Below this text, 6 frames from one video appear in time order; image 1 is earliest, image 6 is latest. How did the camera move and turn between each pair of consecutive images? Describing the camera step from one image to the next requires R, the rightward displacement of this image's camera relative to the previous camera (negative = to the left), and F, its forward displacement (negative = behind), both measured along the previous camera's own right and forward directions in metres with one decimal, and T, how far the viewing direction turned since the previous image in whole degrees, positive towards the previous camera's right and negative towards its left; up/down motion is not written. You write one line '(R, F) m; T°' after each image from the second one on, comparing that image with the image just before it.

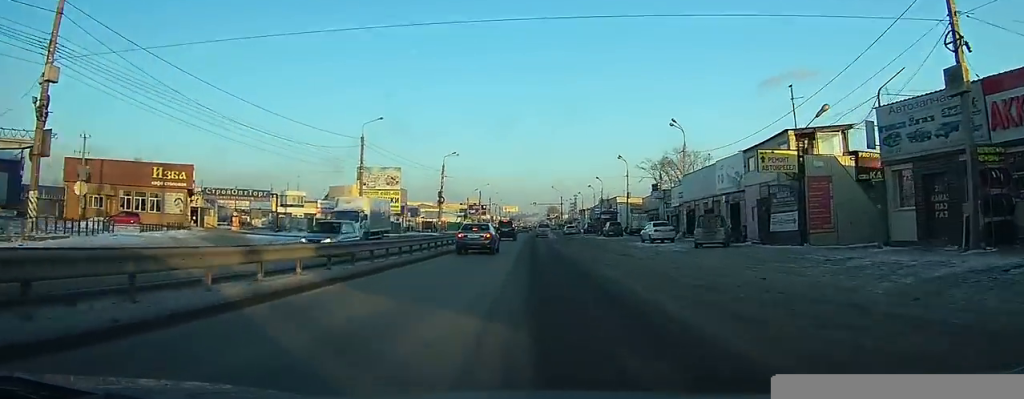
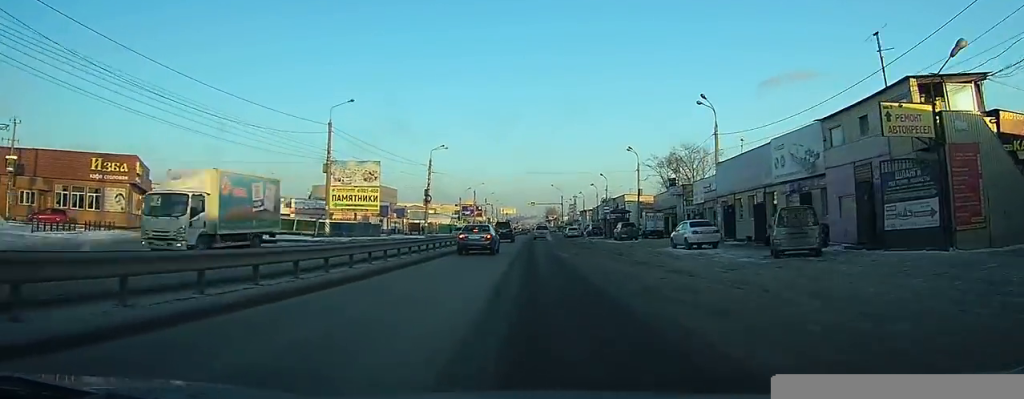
(0.0, +10.3) m; 0°
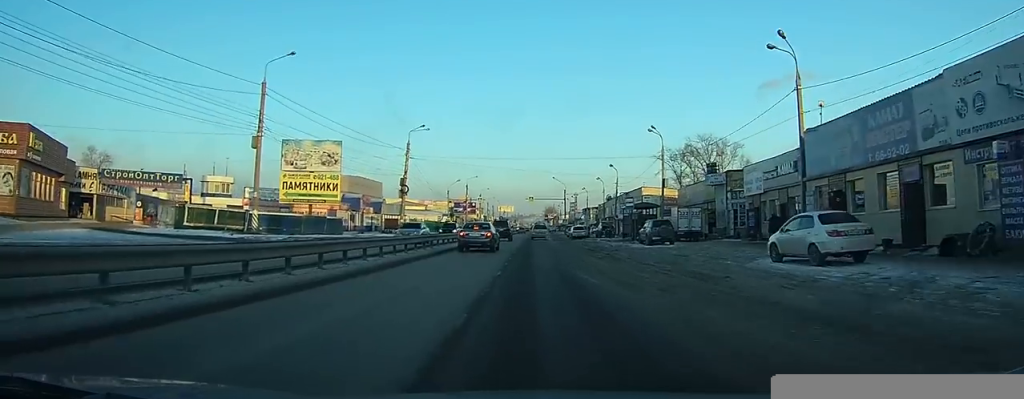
(0.0, +14.6) m; 0°
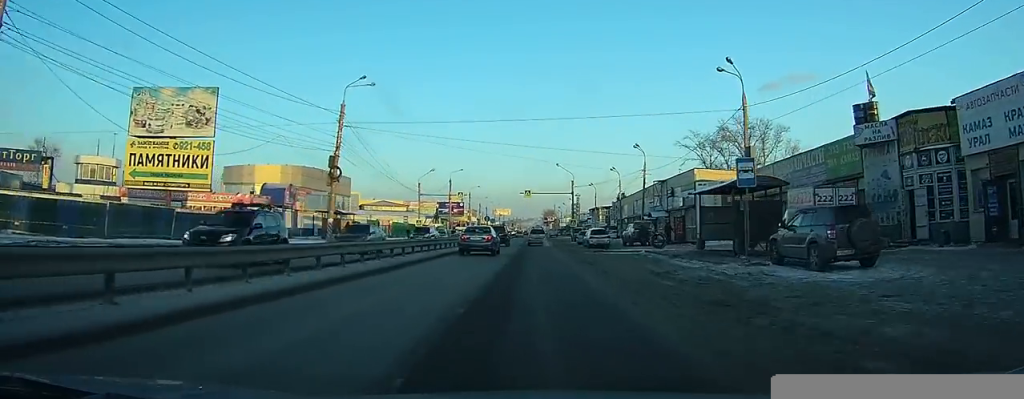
(0.0, +24.3) m; 0°
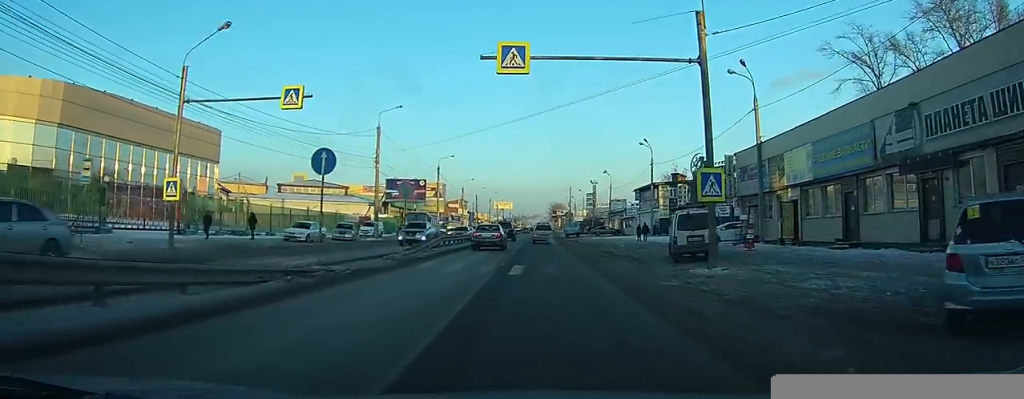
(-0.5, +56.5) m; 0°
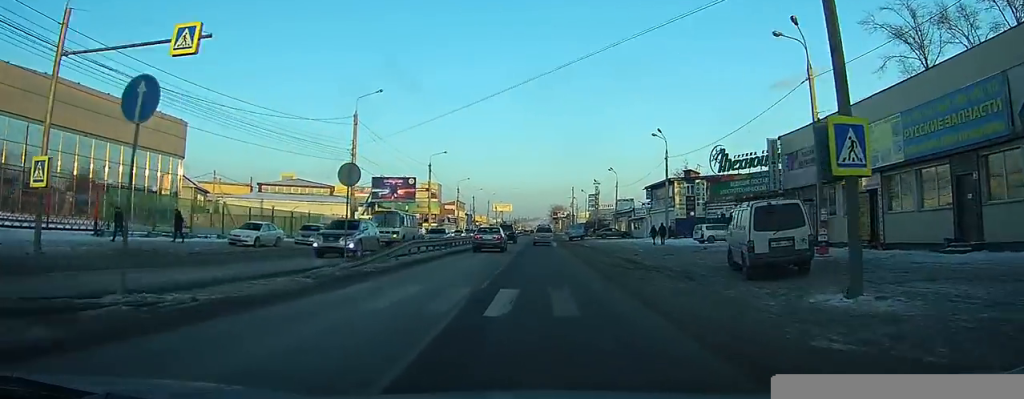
(0.0, +7.8) m; 0°
